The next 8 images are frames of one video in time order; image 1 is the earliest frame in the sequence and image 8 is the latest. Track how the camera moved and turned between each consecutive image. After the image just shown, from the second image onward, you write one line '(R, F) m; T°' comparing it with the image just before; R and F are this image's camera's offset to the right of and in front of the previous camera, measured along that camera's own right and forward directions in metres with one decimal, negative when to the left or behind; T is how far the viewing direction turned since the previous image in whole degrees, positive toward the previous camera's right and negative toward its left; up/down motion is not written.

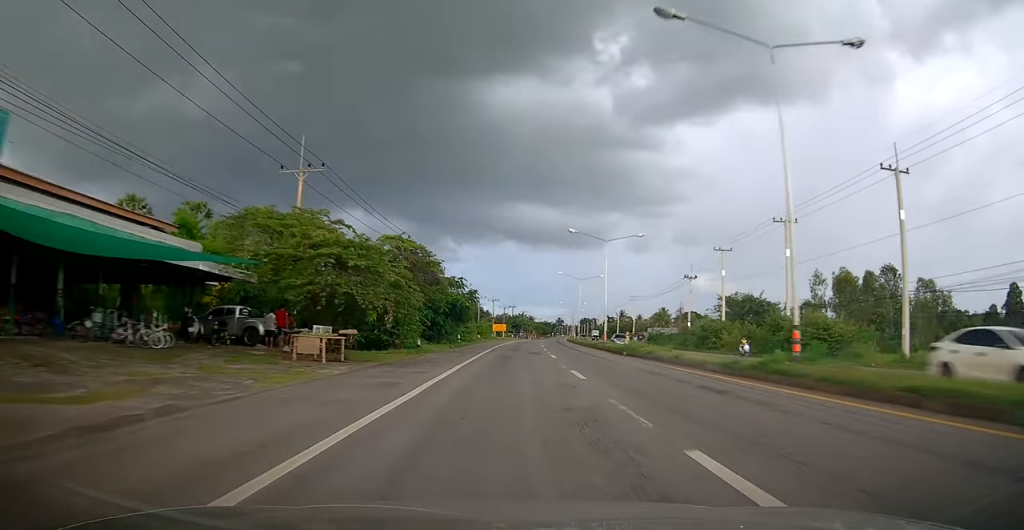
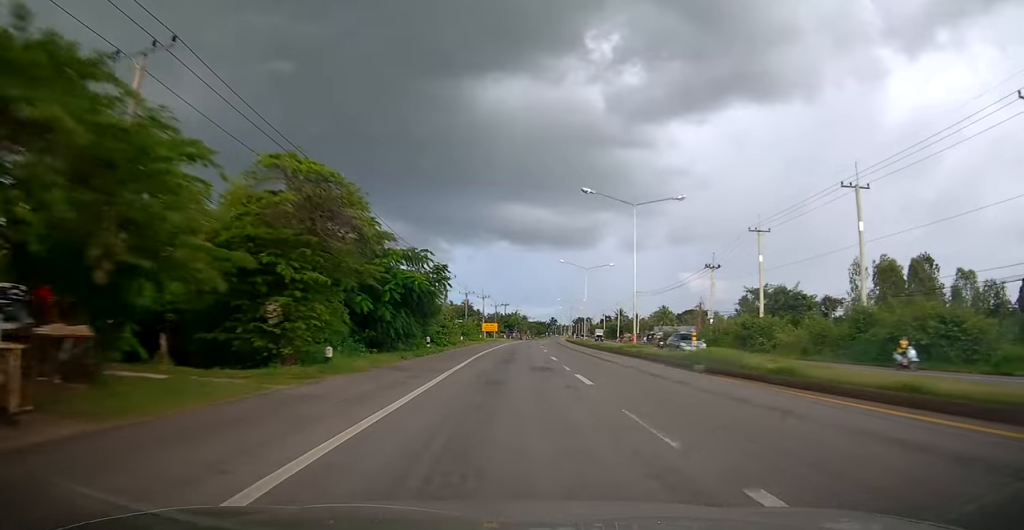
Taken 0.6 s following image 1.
(+0.1, +13.4) m; 0°
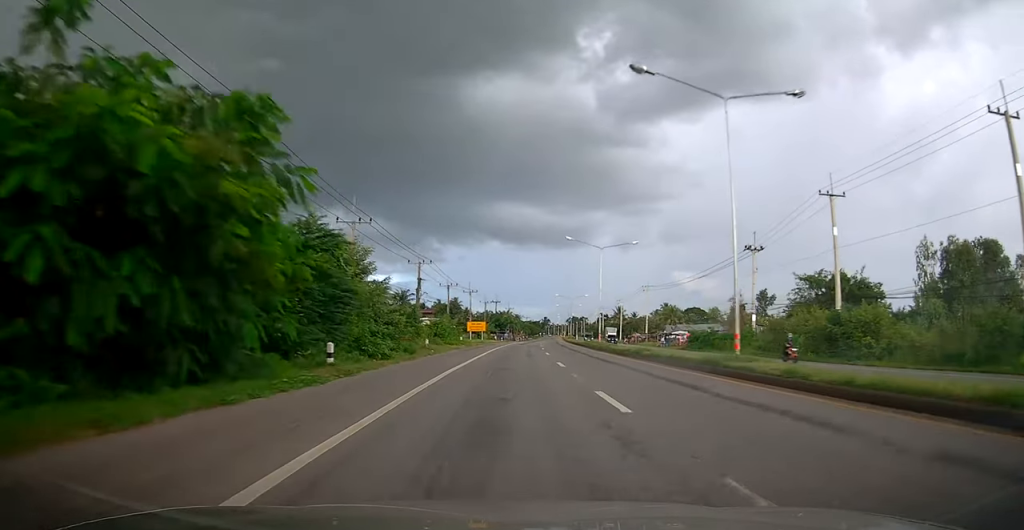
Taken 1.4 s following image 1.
(+0.1, +16.2) m; 0°
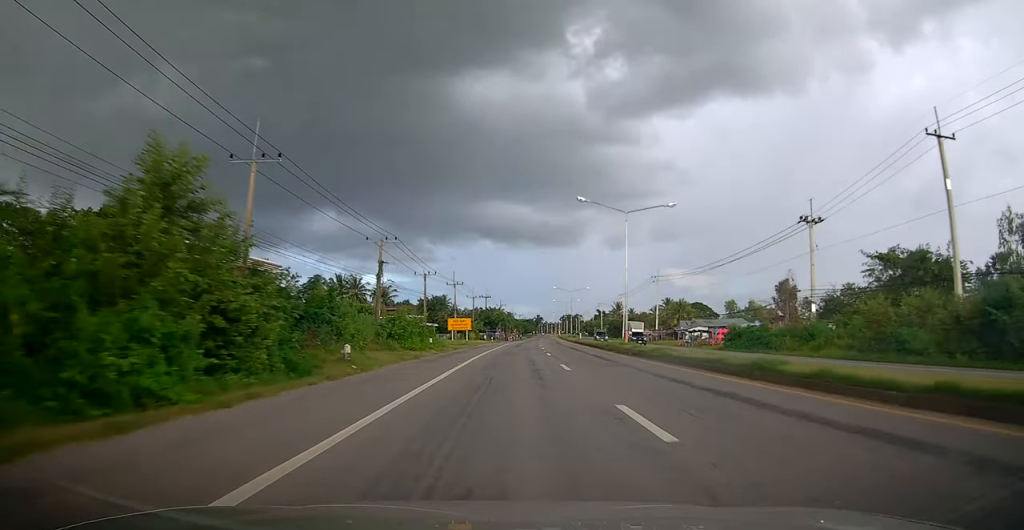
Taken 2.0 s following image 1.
(0.0, +14.4) m; 0°
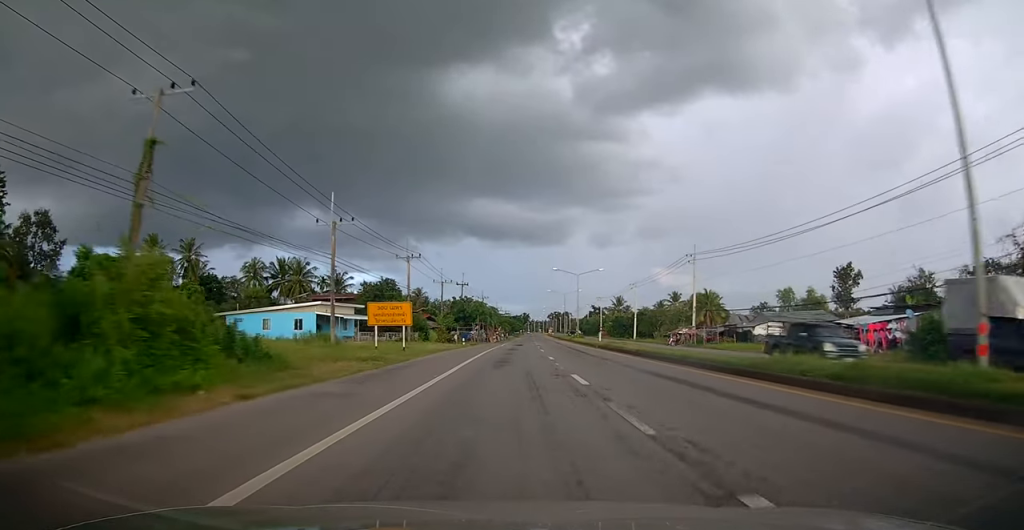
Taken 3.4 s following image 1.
(+0.4, +29.3) m; +1°
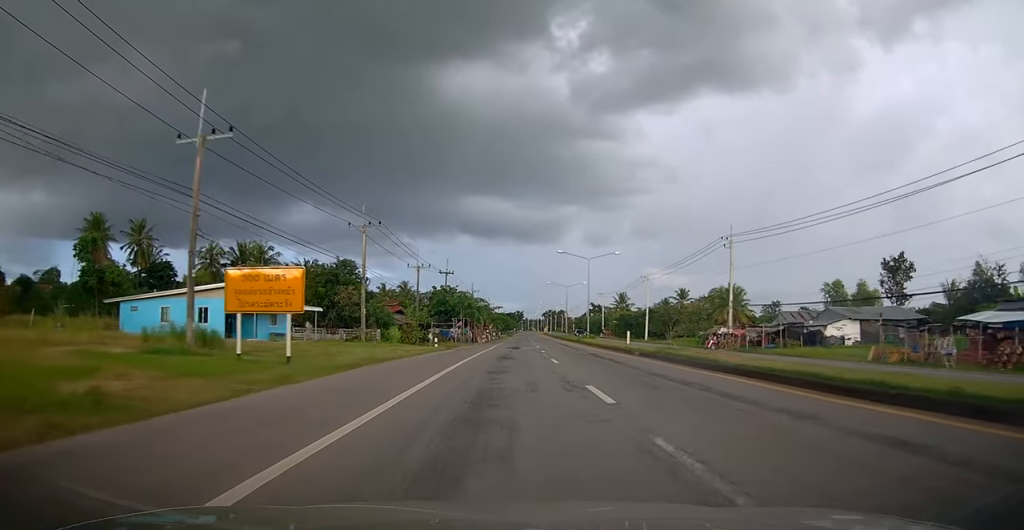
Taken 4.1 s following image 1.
(0.0, +15.3) m; +1°
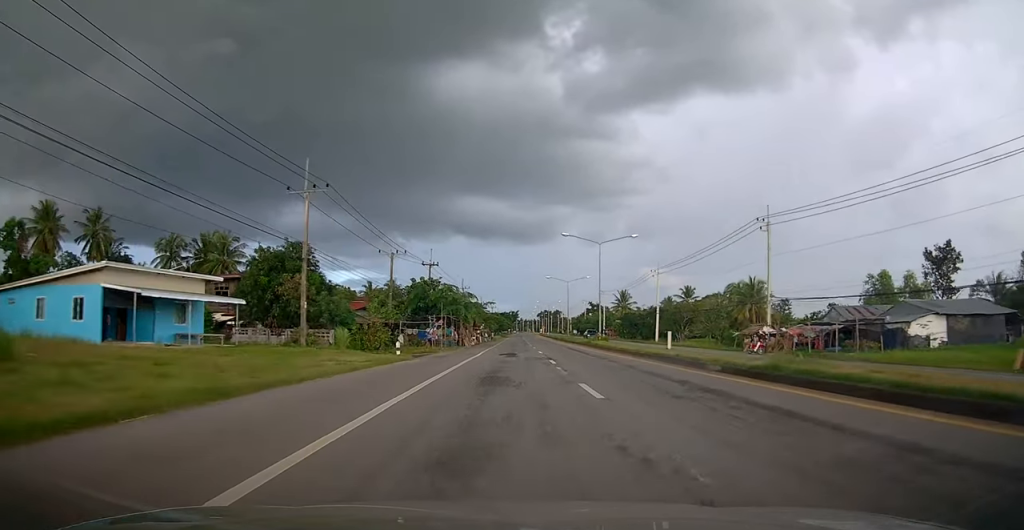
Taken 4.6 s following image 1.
(+0.1, +11.0) m; +1°
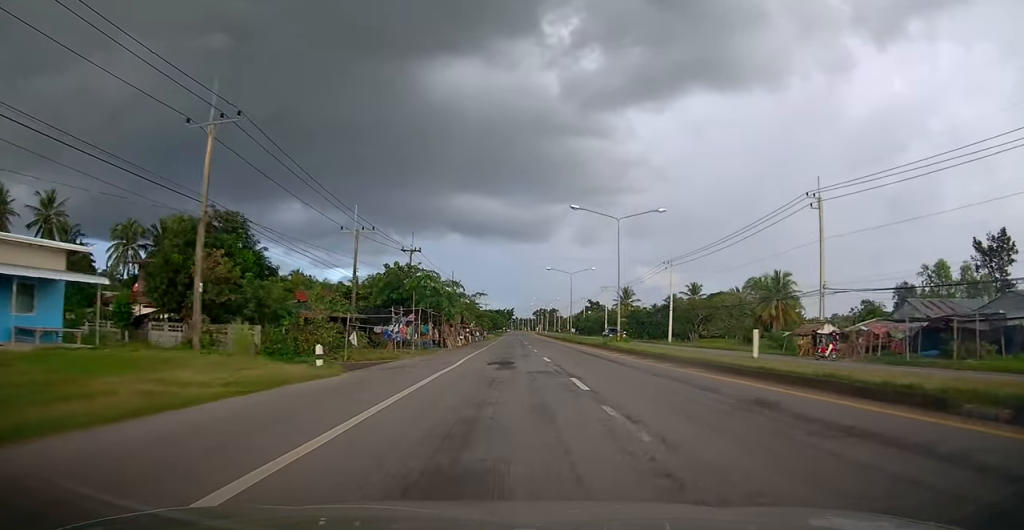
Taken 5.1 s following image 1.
(0.0, +10.4) m; +1°
